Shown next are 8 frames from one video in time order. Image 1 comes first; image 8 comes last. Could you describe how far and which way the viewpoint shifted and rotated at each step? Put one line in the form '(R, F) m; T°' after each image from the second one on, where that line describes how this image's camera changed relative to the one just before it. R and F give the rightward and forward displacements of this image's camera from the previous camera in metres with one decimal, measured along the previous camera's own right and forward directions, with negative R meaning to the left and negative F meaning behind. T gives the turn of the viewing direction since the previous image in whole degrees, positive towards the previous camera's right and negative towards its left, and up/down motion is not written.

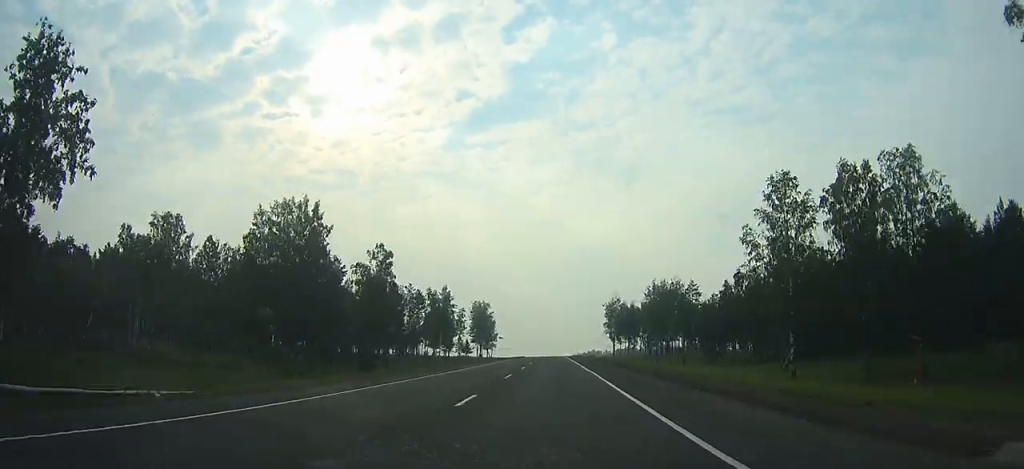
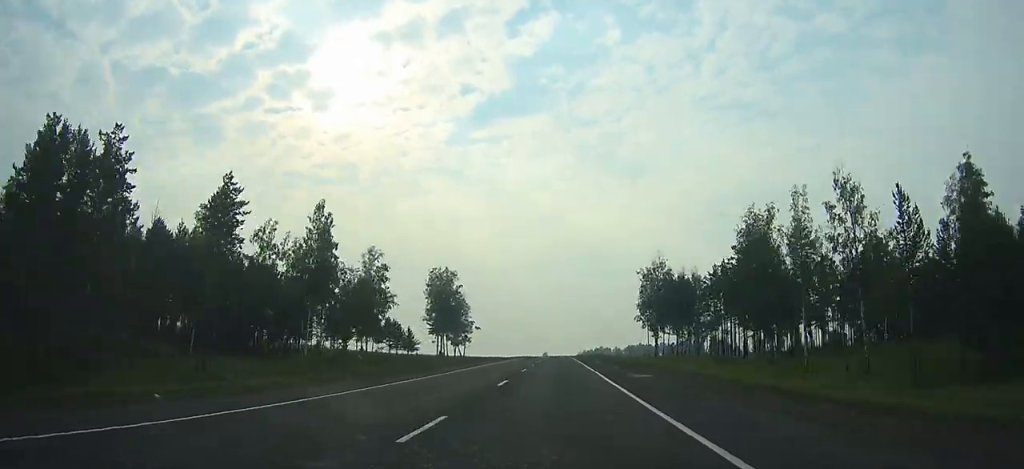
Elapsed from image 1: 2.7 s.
(+1.6, +75.3) m; +1°
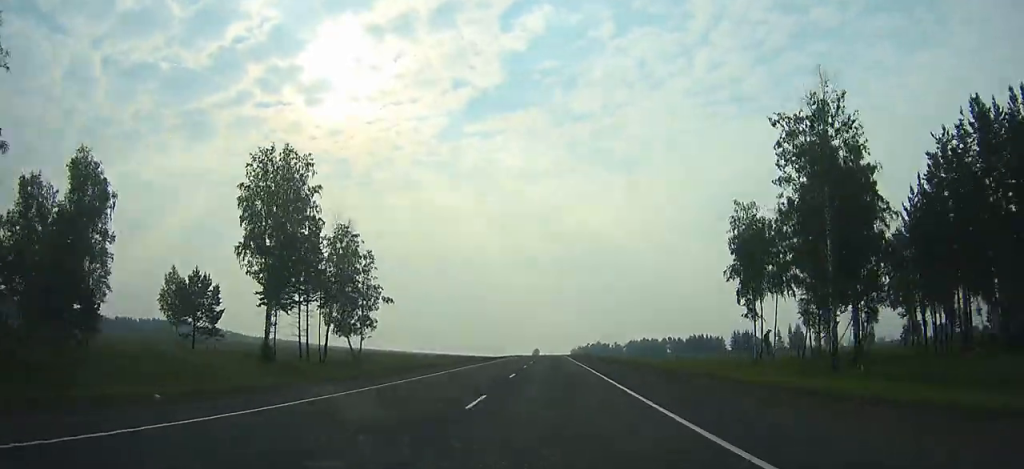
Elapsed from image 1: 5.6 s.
(+0.2, +77.2) m; 0°
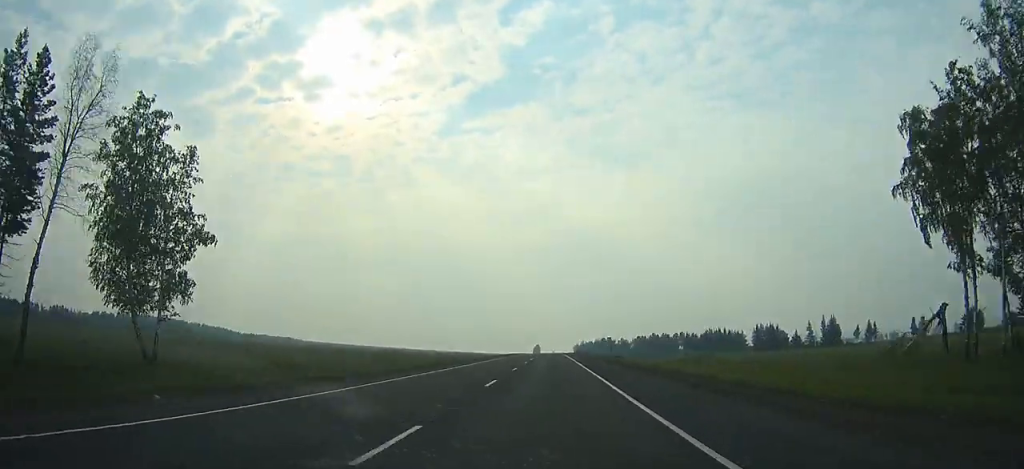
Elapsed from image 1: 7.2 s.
(+0.1, +41.4) m; 0°
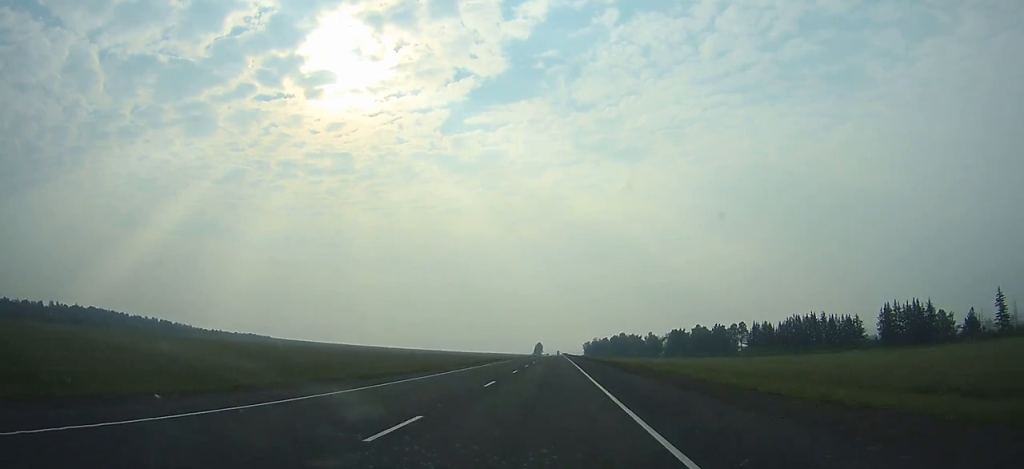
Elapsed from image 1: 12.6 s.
(-0.5, +134.0) m; 0°
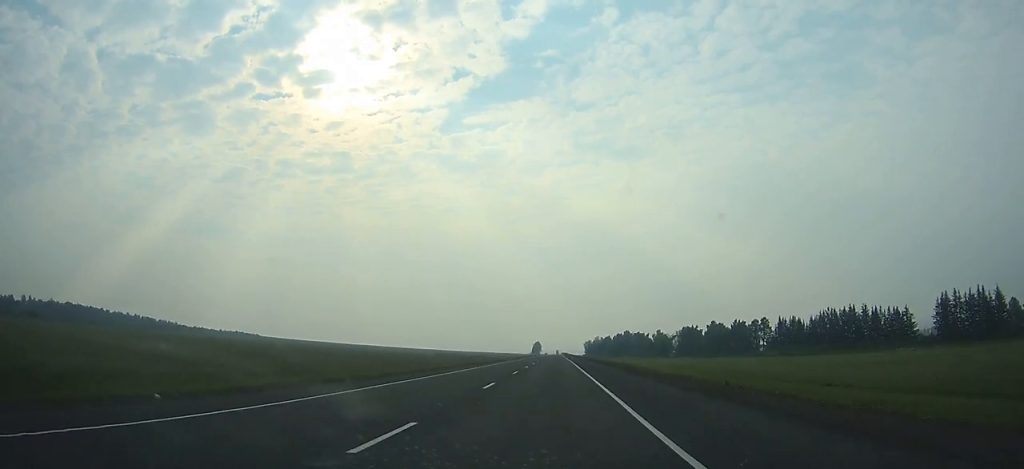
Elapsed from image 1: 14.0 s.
(-0.1, +36.2) m; 0°
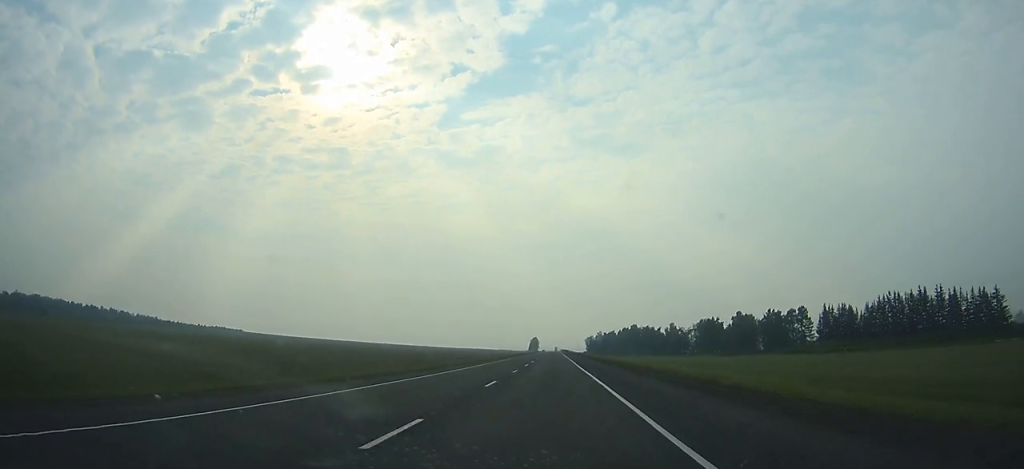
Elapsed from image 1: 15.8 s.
(0.0, +47.3) m; 0°
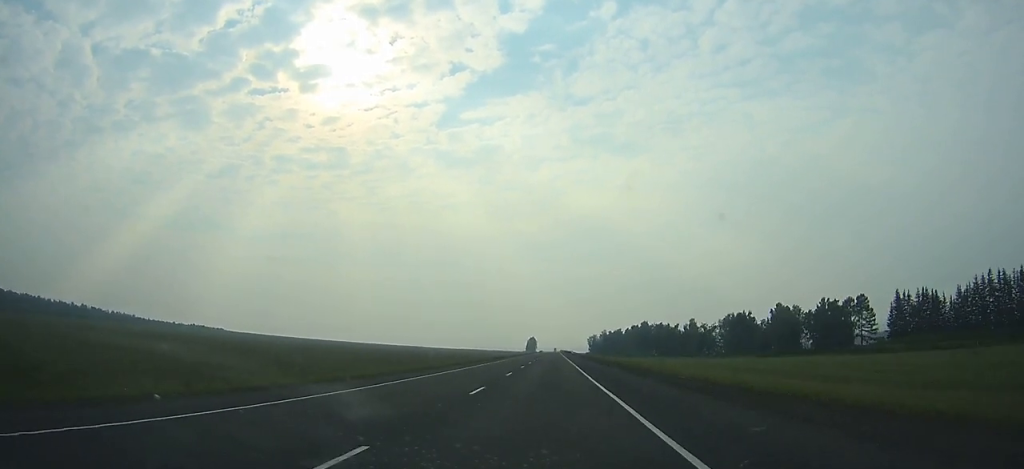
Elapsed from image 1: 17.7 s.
(0.0, +50.2) m; 0°
